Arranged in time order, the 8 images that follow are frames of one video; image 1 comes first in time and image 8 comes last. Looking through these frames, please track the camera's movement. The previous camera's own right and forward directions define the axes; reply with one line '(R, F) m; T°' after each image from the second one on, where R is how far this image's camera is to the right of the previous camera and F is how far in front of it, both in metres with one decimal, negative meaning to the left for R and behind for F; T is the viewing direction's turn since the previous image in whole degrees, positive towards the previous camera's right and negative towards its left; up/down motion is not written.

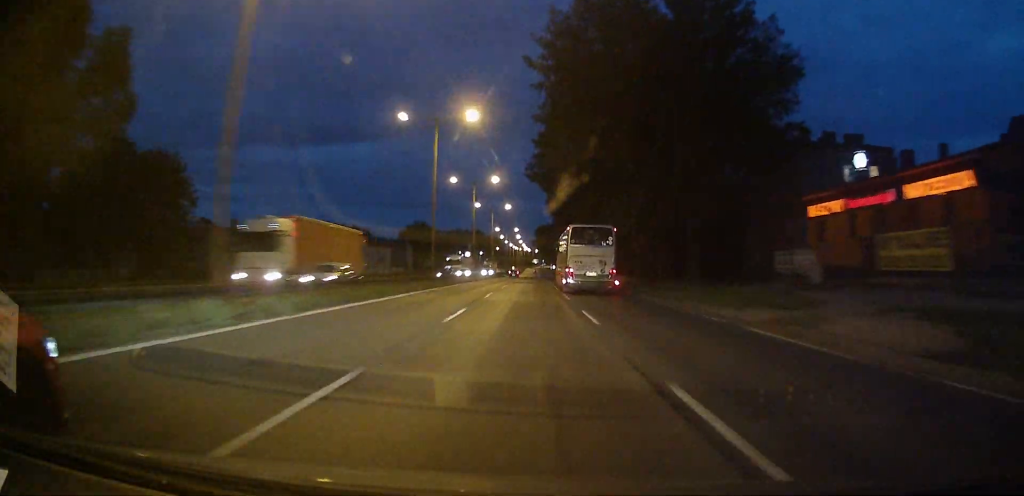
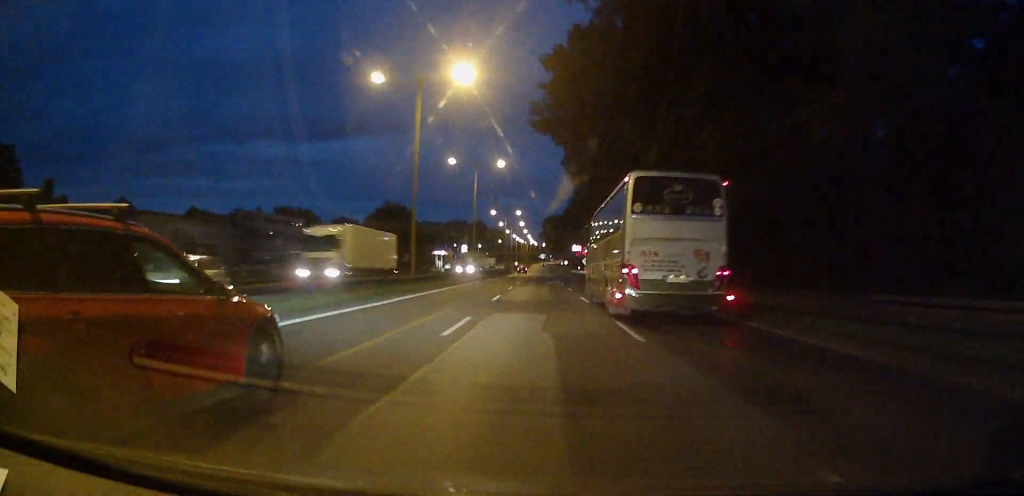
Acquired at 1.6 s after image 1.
(-0.2, +39.1) m; 0°
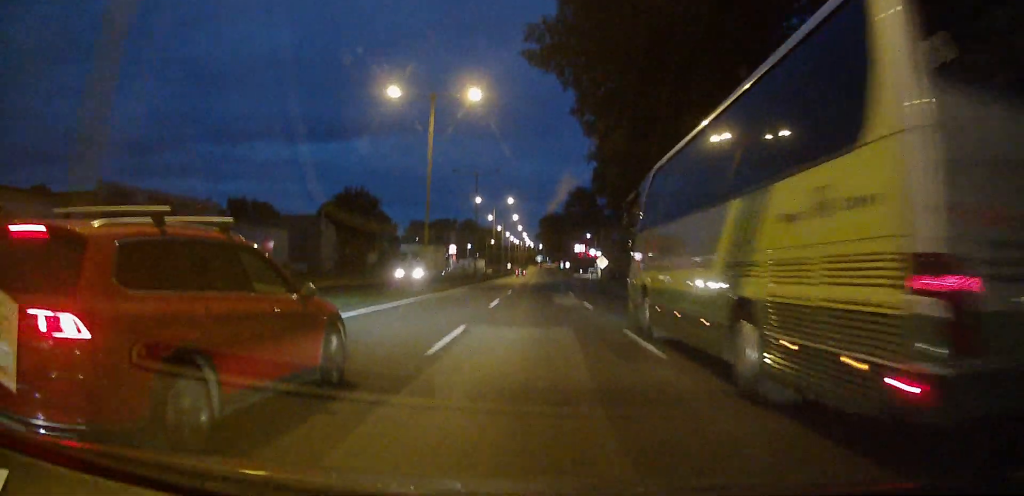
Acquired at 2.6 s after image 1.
(+0.2, +25.6) m; 0°
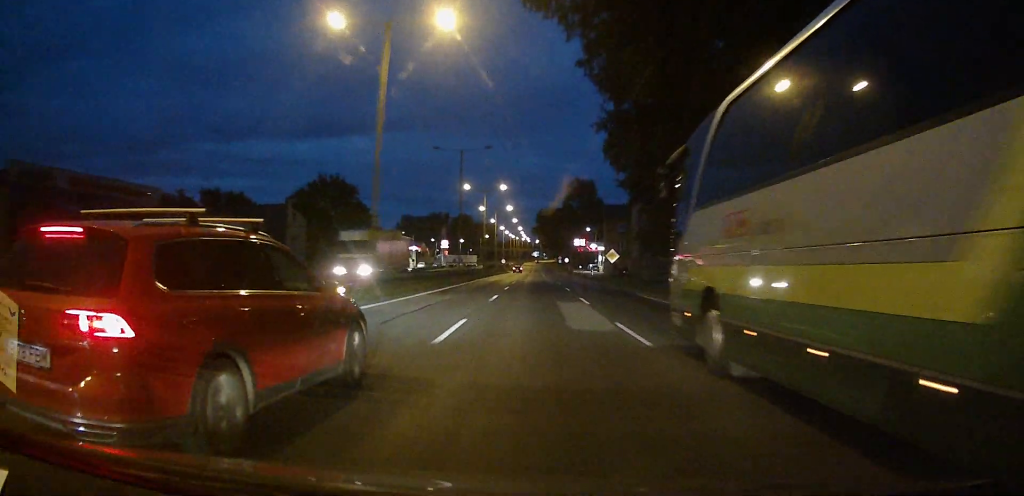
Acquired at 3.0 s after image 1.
(-0.1, +11.3) m; 0°
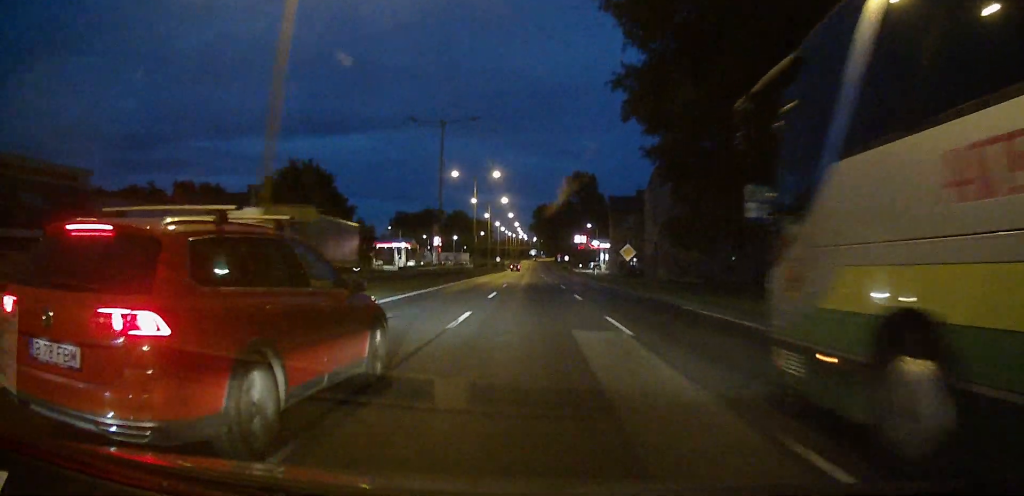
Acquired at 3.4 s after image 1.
(0.0, +10.4) m; 0°
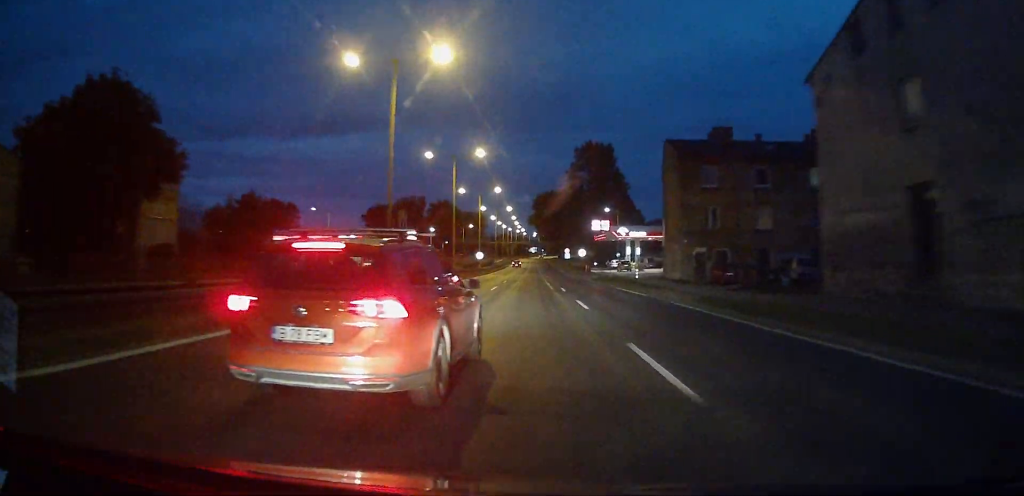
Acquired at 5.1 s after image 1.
(+0.3, +43.7) m; +1°
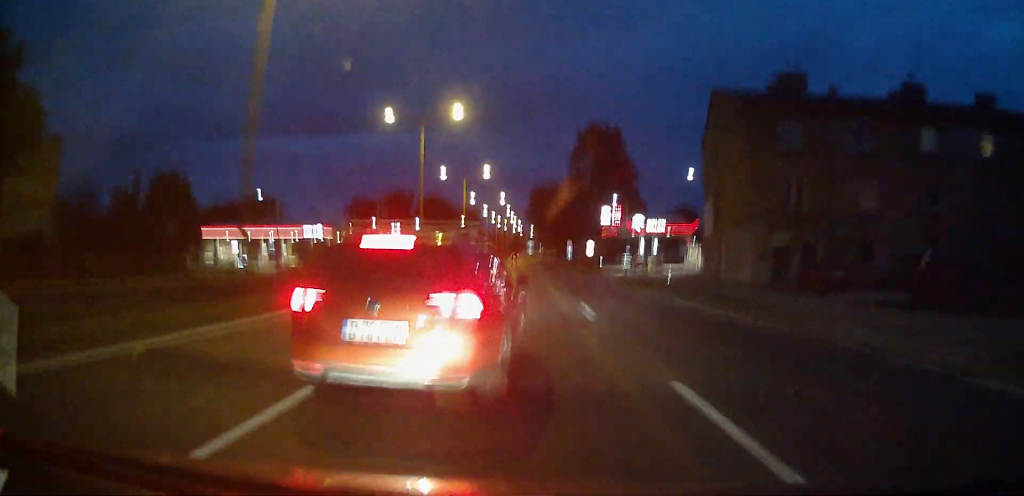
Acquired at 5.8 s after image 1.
(+0.1, +15.9) m; 0°
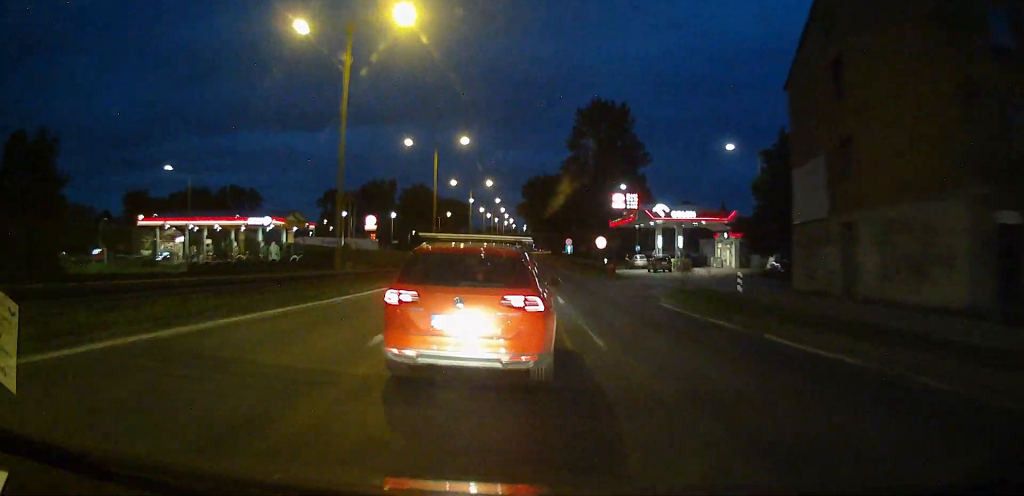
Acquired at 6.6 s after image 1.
(+0.1, +18.2) m; 0°
